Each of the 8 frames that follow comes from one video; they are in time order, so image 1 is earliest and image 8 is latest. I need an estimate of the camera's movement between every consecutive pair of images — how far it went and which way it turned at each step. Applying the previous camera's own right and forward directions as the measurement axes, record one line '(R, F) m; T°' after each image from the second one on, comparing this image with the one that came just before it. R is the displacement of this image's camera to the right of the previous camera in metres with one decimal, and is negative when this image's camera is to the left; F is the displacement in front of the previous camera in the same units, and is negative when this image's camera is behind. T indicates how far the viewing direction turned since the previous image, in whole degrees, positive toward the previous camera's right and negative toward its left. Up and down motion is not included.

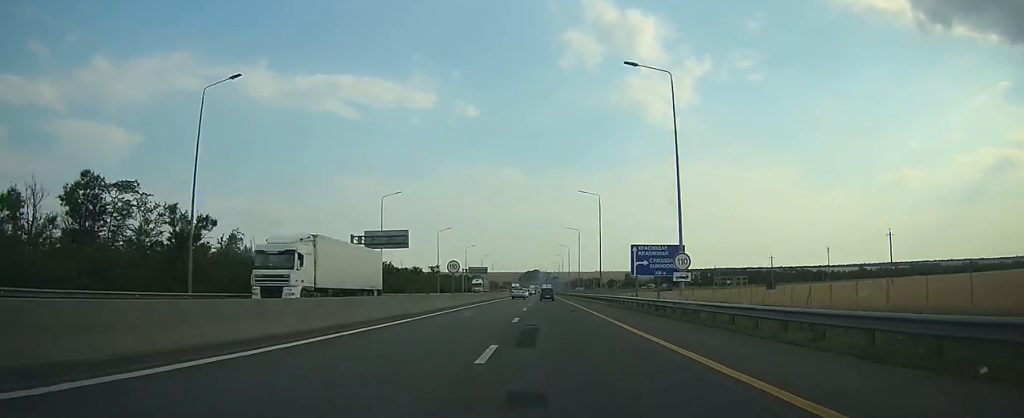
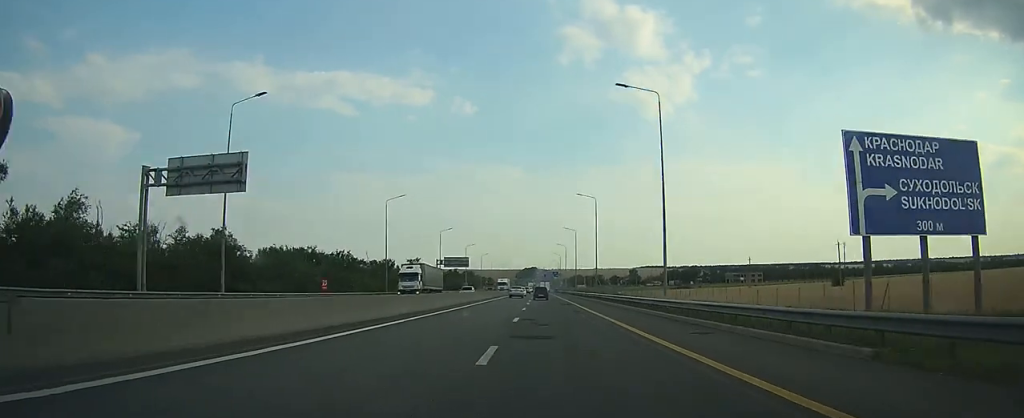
(0.0, +35.9) m; 0°
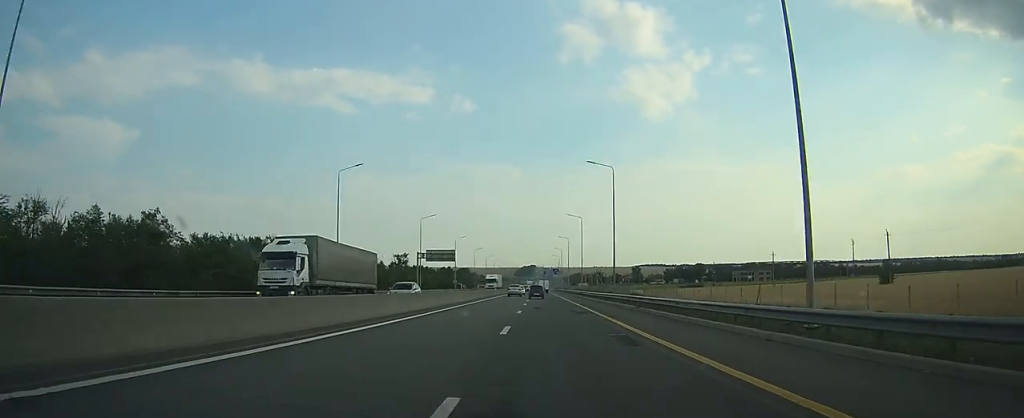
(+0.1, +17.9) m; 0°
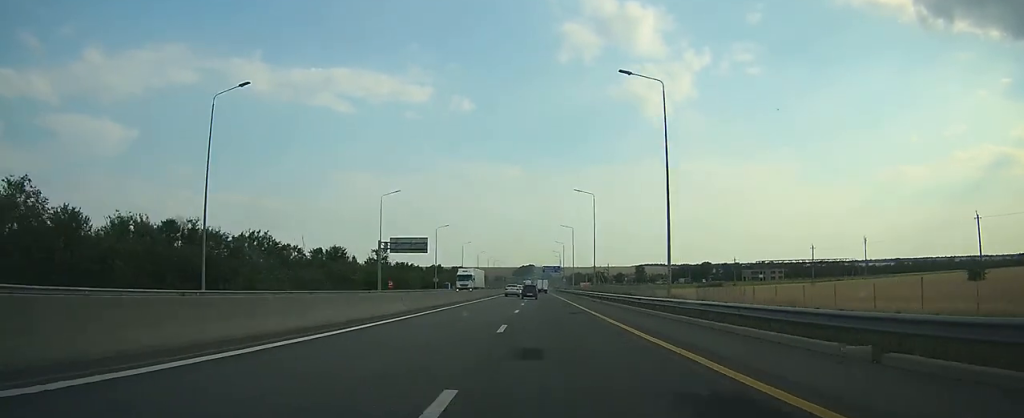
(+0.1, +23.6) m; 0°
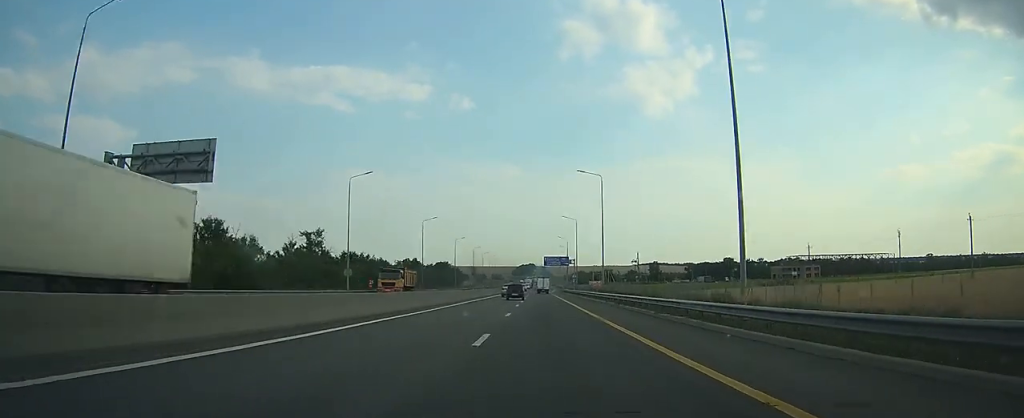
(0.0, +52.0) m; 0°
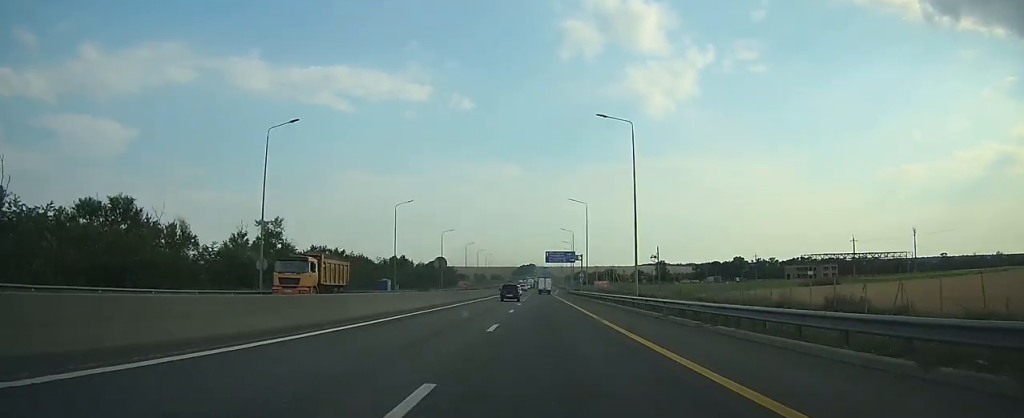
(+0.1, +19.8) m; 0°
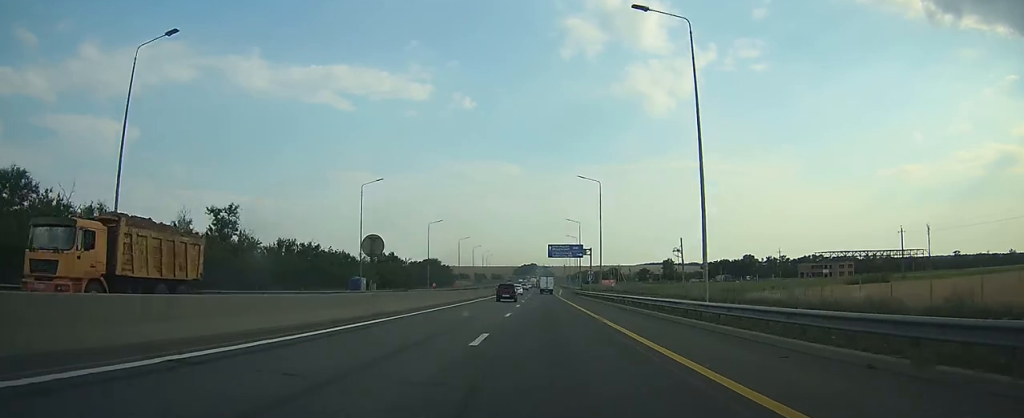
(0.0, +16.2) m; 0°
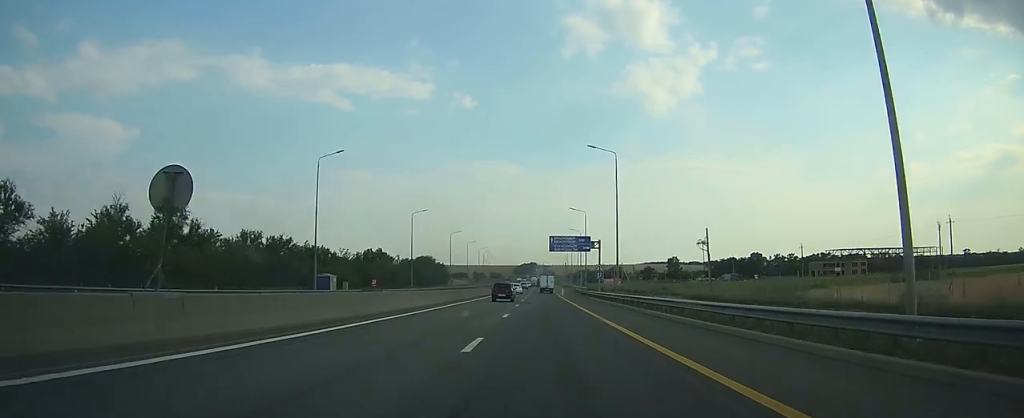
(0.0, +13.3) m; 0°
